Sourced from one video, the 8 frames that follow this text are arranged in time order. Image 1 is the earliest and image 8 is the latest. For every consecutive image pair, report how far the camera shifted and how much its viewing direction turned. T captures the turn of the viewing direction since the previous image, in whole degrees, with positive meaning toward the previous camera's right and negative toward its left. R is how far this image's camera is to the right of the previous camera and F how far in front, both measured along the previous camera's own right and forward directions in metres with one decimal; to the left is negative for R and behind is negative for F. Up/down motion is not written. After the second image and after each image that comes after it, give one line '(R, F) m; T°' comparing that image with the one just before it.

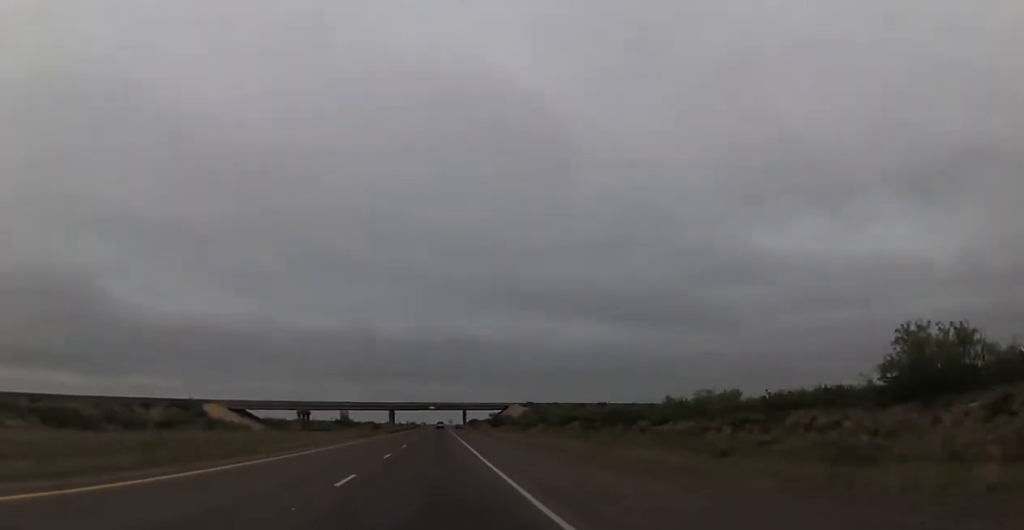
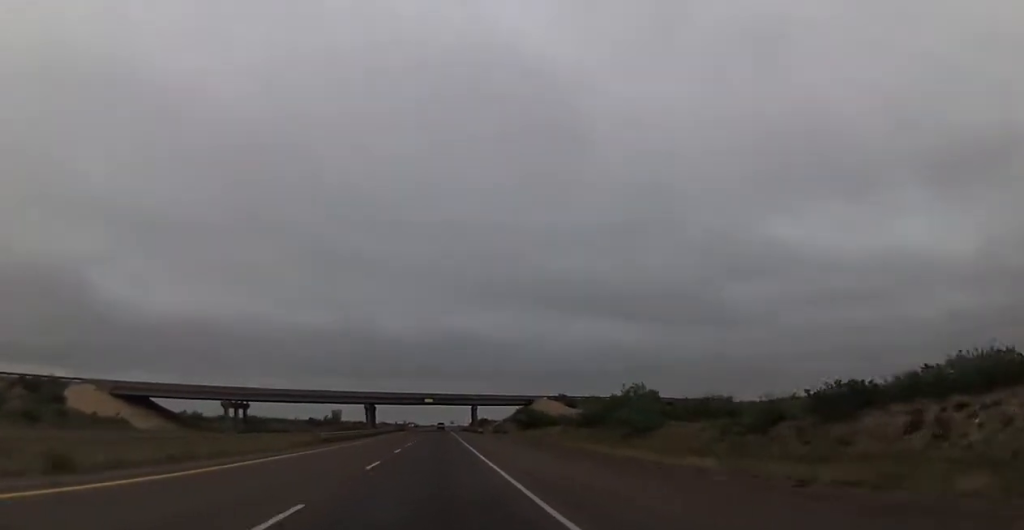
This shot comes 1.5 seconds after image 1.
(-0.3, +55.3) m; -1°
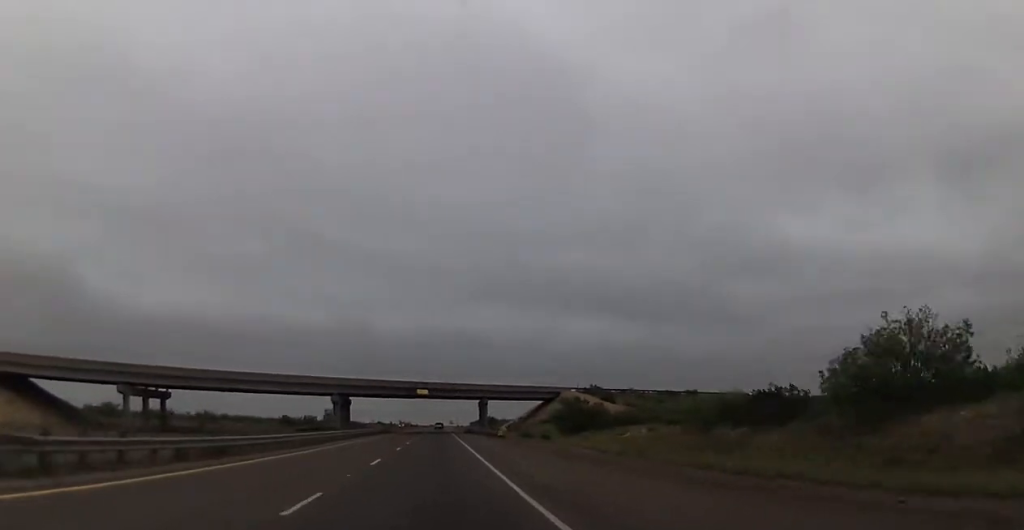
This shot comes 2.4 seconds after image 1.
(0.0, +34.4) m; 0°
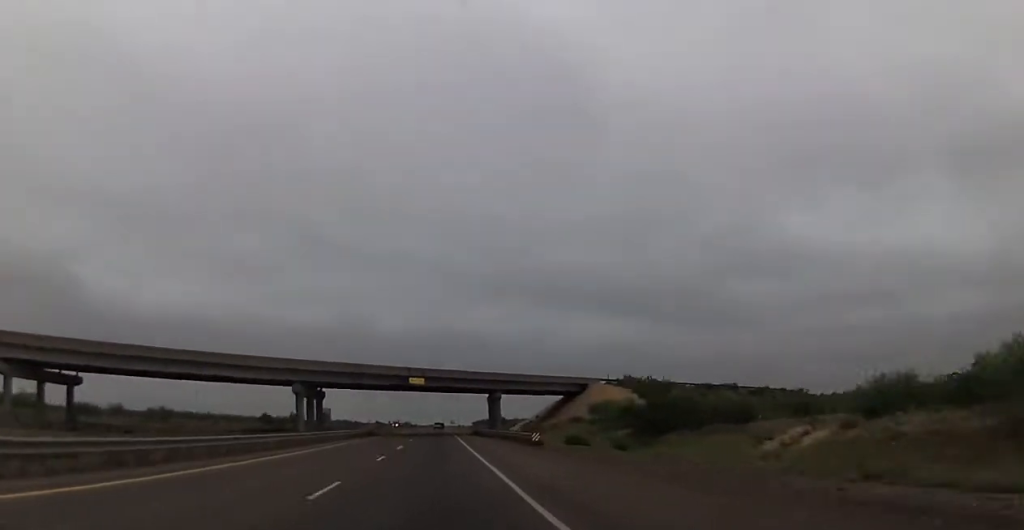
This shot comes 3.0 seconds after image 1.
(+0.3, +22.1) m; 0°
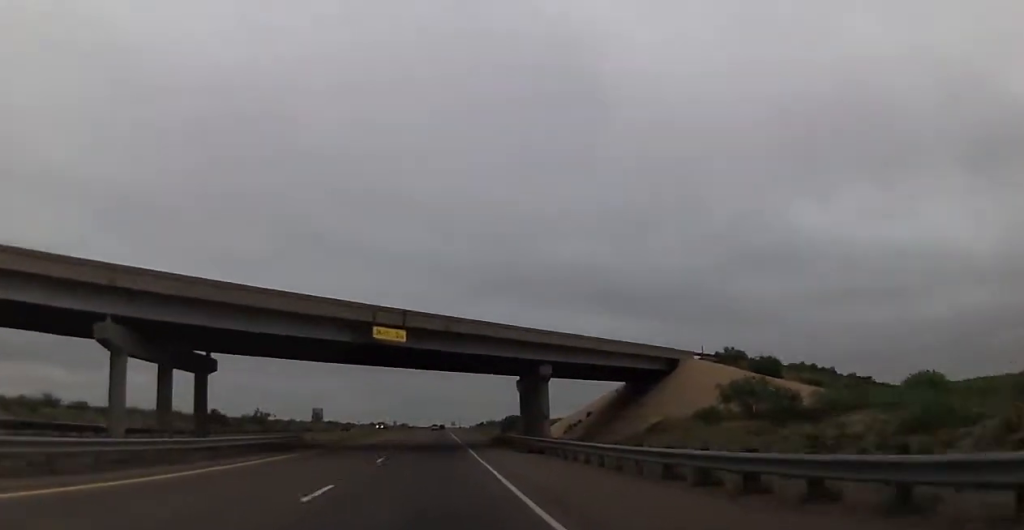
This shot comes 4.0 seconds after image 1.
(-0.2, +36.7) m; 0°
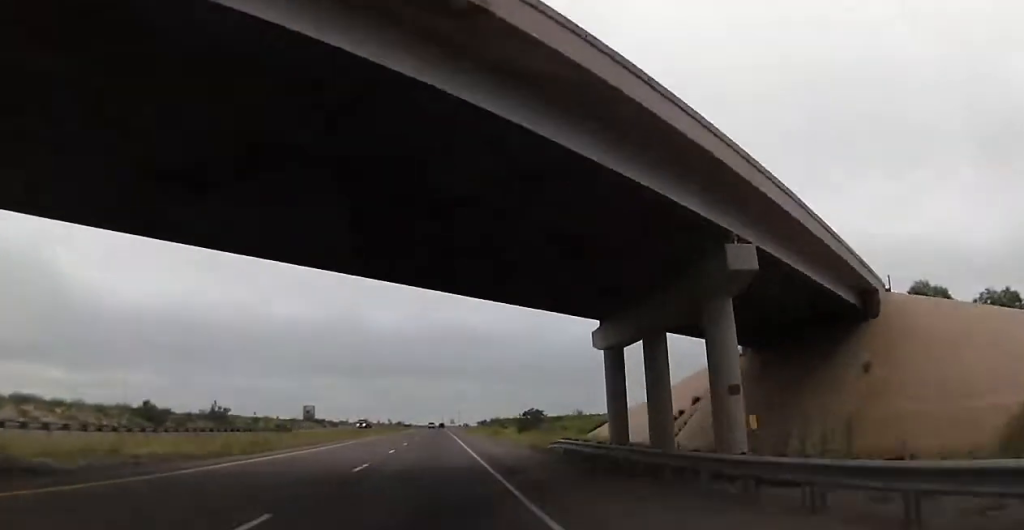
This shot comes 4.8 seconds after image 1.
(0.0, +29.3) m; 0°
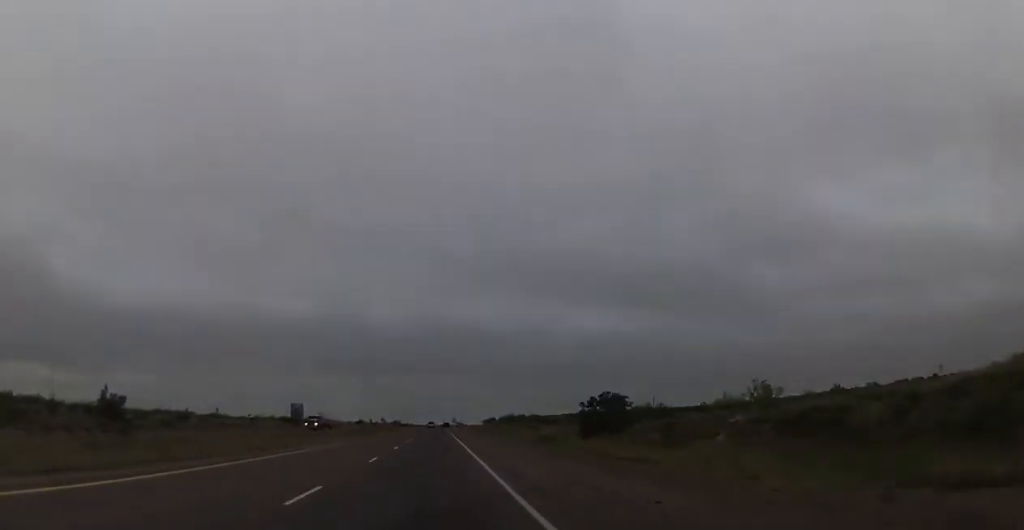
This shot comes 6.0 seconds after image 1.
(0.0, +43.9) m; 0°
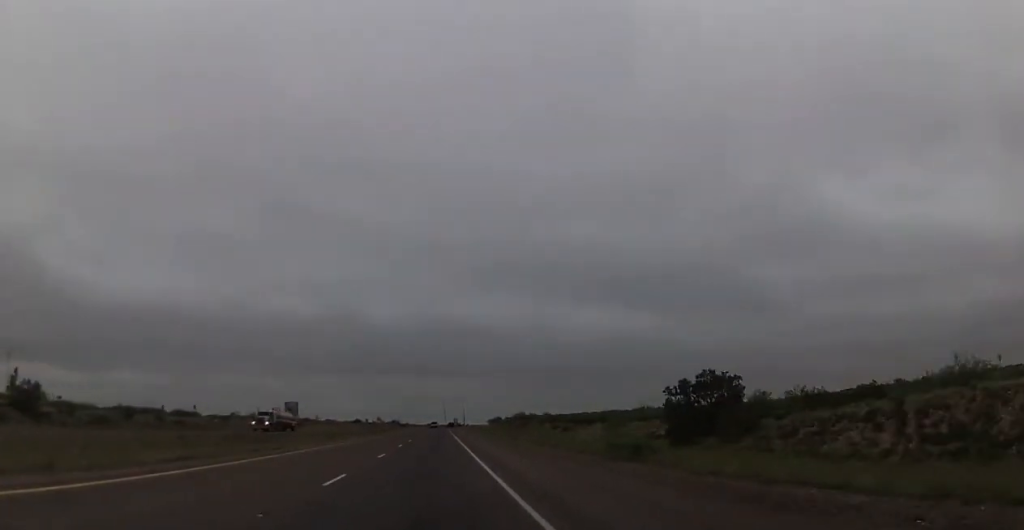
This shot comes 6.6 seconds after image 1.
(0.0, +20.8) m; 0°
